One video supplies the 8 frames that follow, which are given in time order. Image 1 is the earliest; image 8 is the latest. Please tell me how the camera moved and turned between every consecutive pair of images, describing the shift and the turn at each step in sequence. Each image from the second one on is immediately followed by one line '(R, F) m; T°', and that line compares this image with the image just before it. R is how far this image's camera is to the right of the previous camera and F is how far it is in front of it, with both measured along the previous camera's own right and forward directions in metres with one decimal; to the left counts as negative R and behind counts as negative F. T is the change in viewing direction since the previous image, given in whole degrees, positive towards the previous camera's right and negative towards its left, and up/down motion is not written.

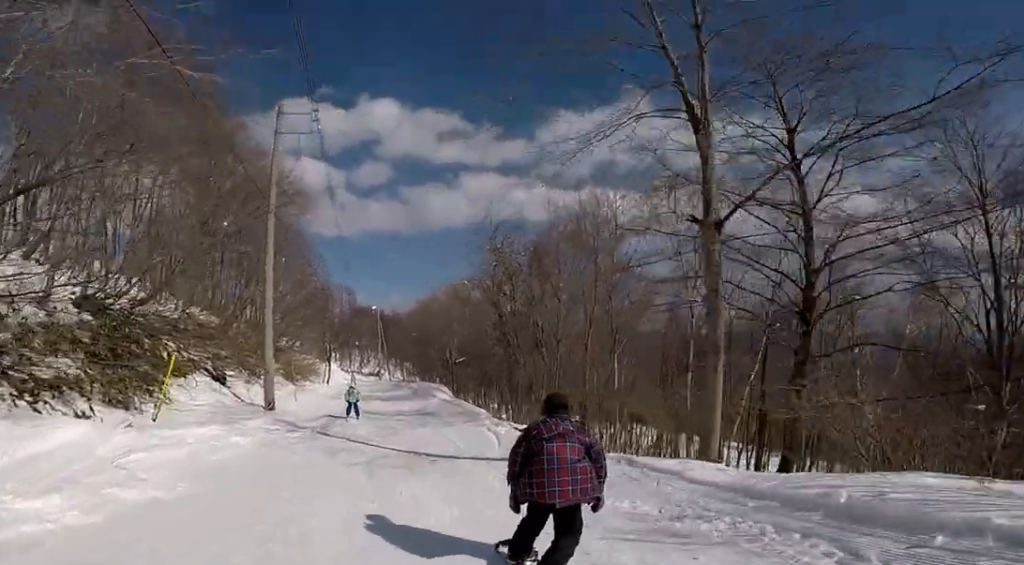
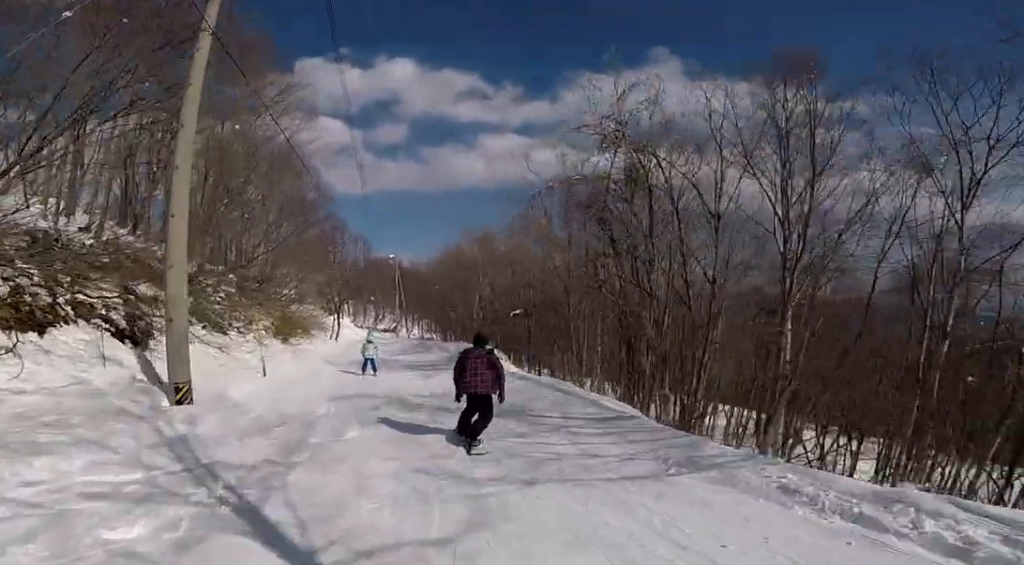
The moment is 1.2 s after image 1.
(+0.4, +8.3) m; 0°
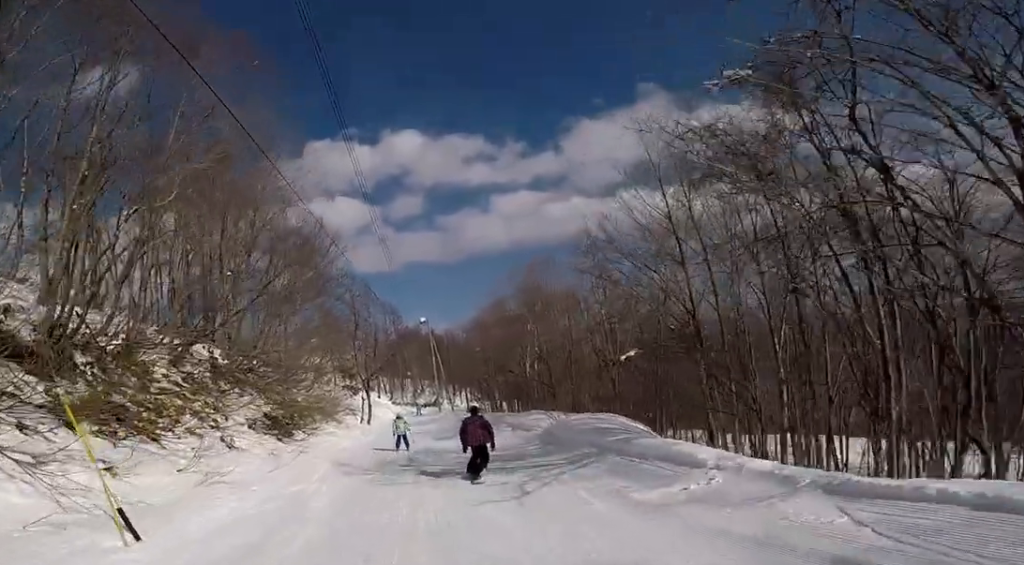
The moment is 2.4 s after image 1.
(+0.1, +7.3) m; -3°
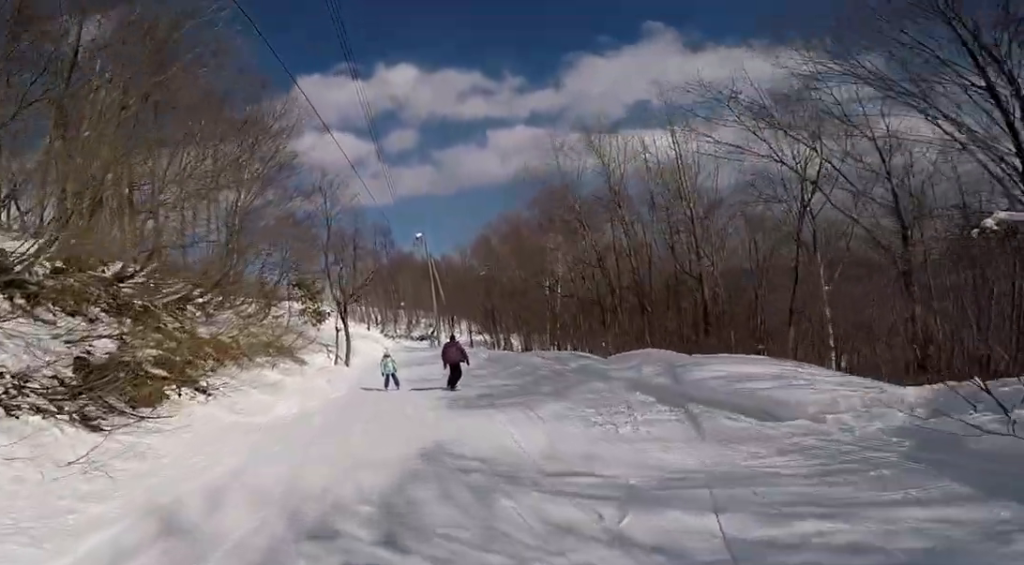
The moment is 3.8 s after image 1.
(-0.8, +8.6) m; +2°
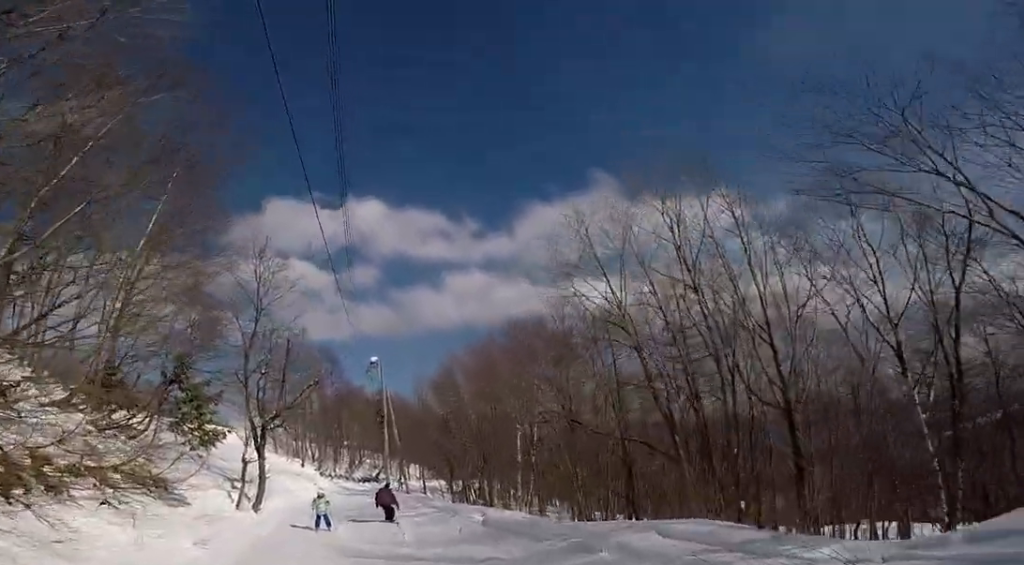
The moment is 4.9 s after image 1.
(+1.0, +6.9) m; -1°
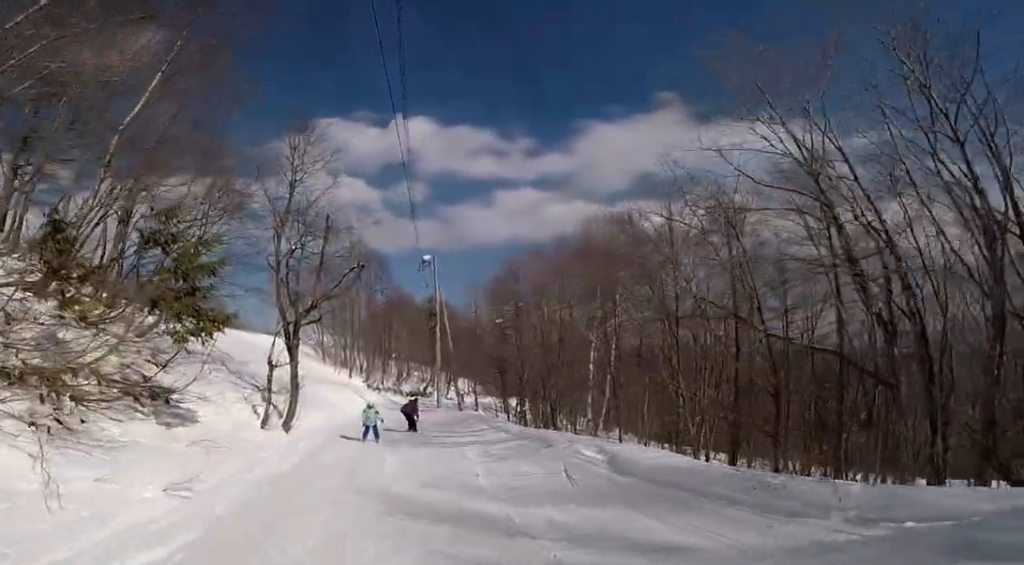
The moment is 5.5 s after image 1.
(-1.0, +4.0) m; 0°
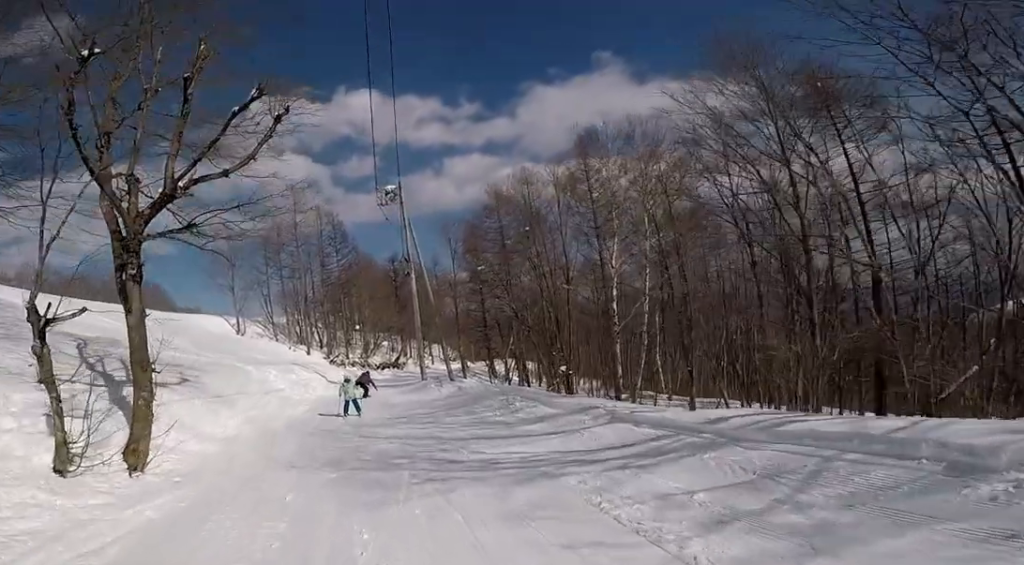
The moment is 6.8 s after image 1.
(+1.2, +7.8) m; 0°
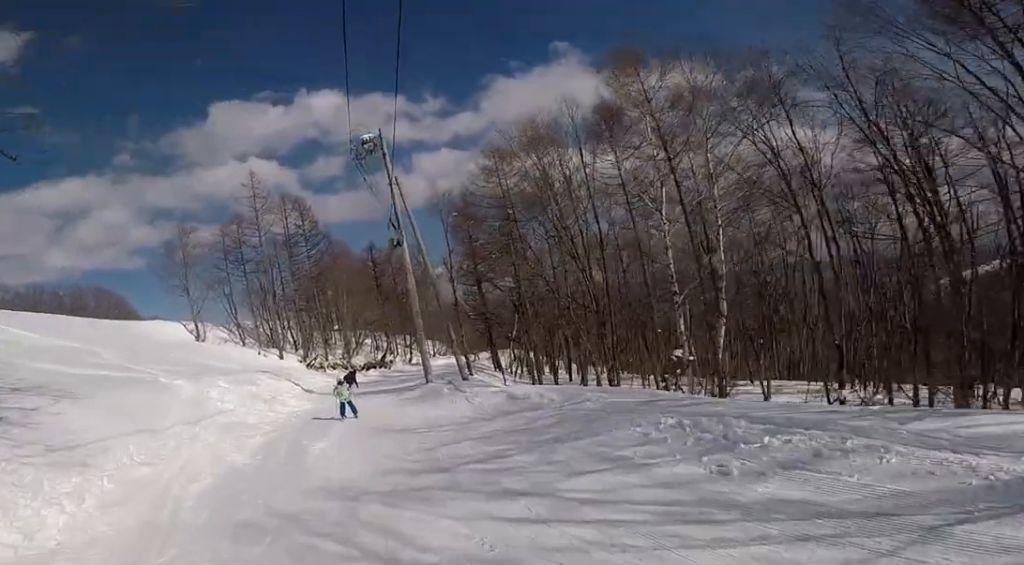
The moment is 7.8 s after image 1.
(-1.1, +6.1) m; -2°
